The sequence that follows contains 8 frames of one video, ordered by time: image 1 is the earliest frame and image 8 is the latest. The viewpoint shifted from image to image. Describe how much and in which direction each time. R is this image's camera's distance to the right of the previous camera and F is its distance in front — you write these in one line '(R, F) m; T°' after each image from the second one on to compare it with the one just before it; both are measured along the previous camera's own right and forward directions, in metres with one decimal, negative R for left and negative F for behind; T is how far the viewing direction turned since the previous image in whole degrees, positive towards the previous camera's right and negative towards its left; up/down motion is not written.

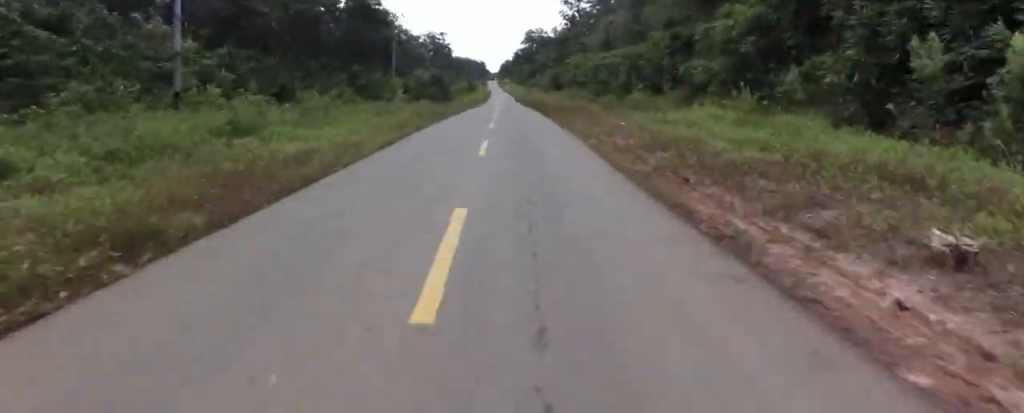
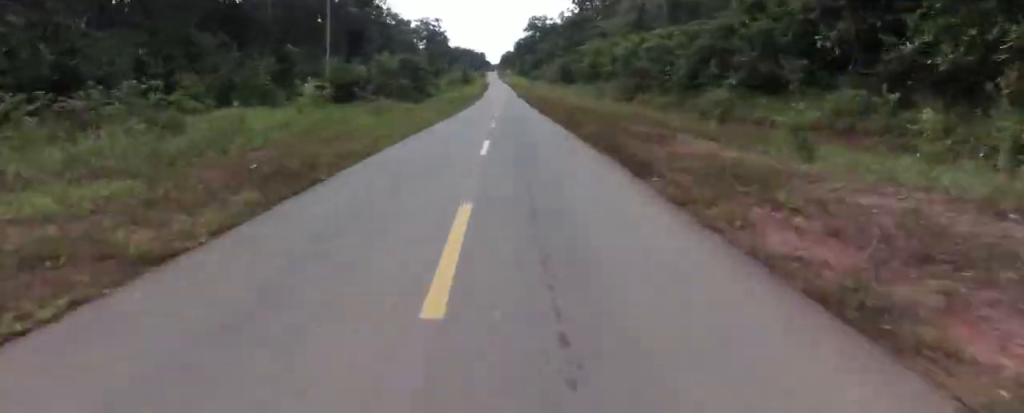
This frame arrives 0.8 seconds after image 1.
(+0.3, +24.1) m; +1°
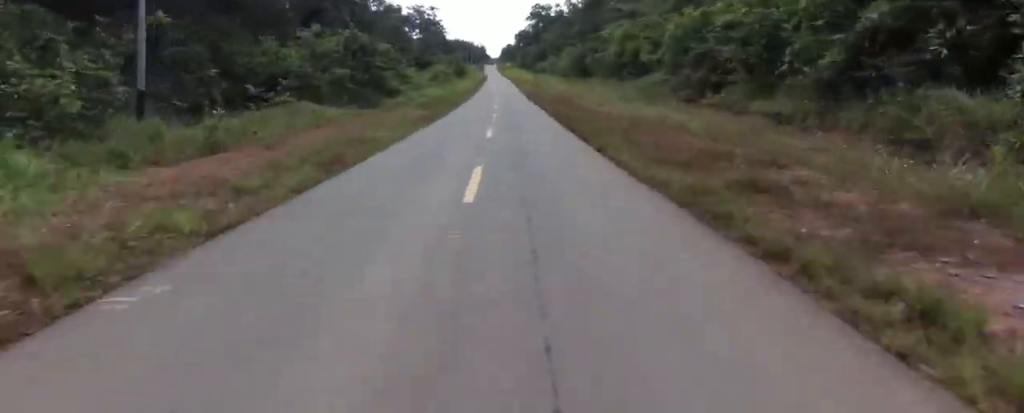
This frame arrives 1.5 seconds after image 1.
(0.0, +20.2) m; 0°
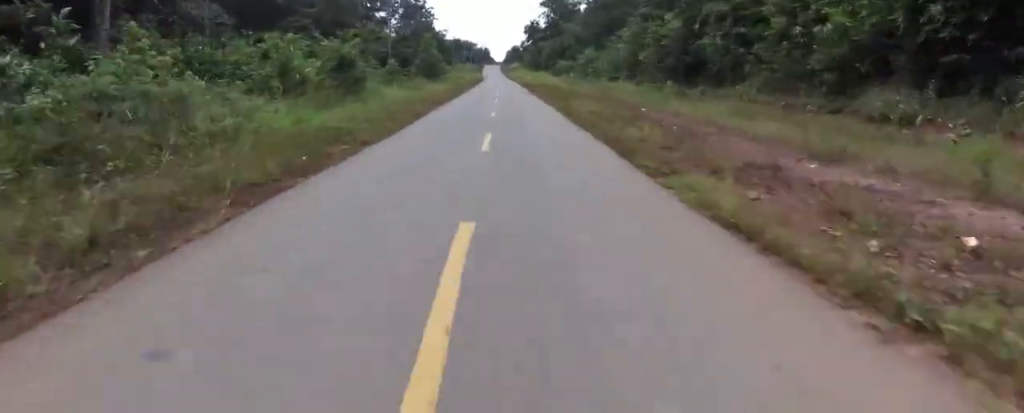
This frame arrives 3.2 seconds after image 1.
(+0.1, +51.7) m; 0°
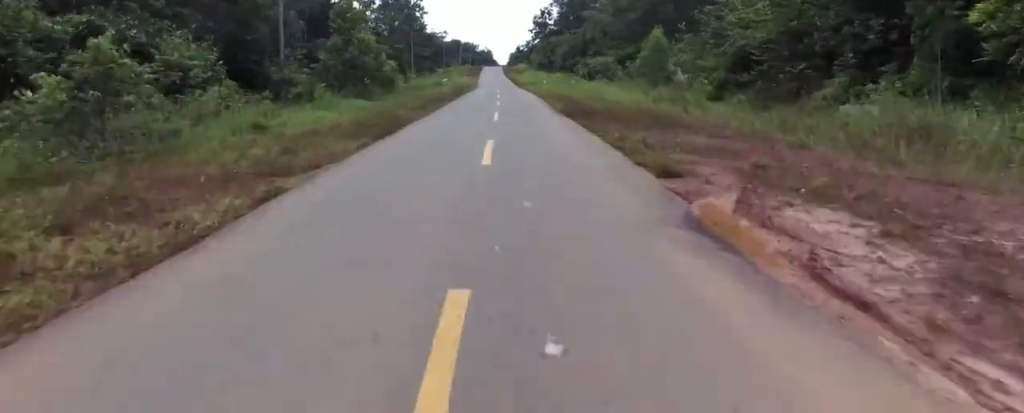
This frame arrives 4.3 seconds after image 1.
(-0.1, +34.6) m; -2°
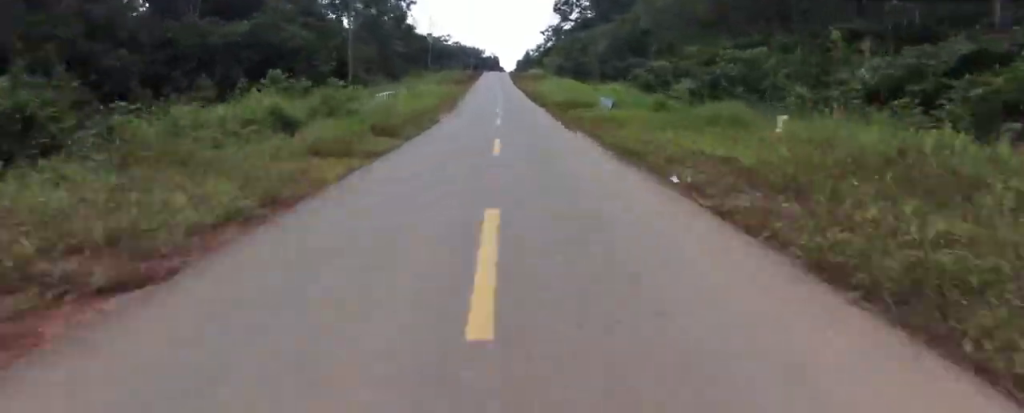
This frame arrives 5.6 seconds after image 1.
(-1.5, +38.1) m; -1°
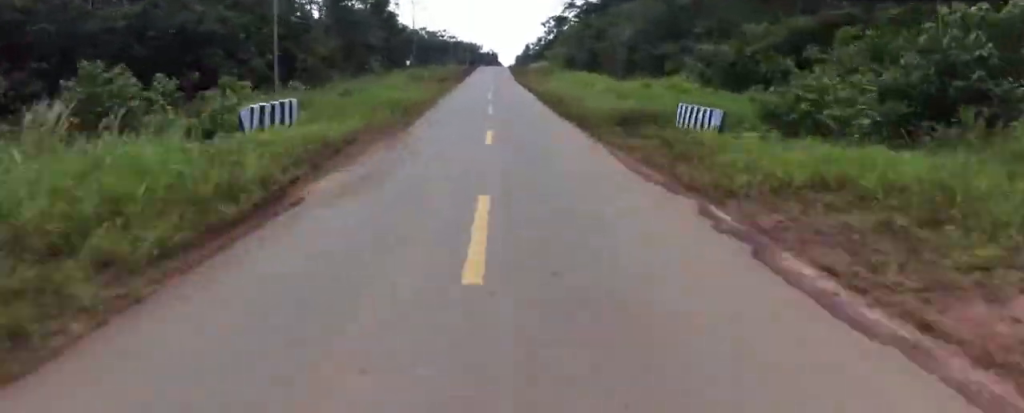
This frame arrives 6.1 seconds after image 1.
(+0.6, +14.6) m; 0°
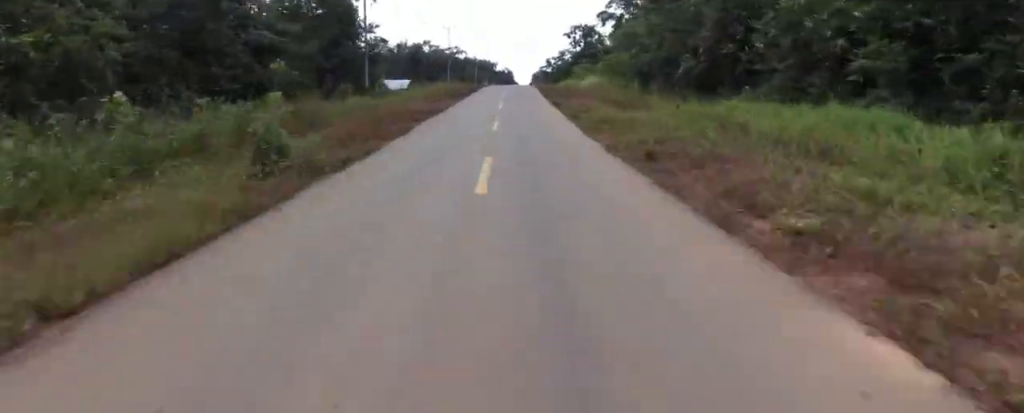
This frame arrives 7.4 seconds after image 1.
(-0.2, +37.4) m; 0°
